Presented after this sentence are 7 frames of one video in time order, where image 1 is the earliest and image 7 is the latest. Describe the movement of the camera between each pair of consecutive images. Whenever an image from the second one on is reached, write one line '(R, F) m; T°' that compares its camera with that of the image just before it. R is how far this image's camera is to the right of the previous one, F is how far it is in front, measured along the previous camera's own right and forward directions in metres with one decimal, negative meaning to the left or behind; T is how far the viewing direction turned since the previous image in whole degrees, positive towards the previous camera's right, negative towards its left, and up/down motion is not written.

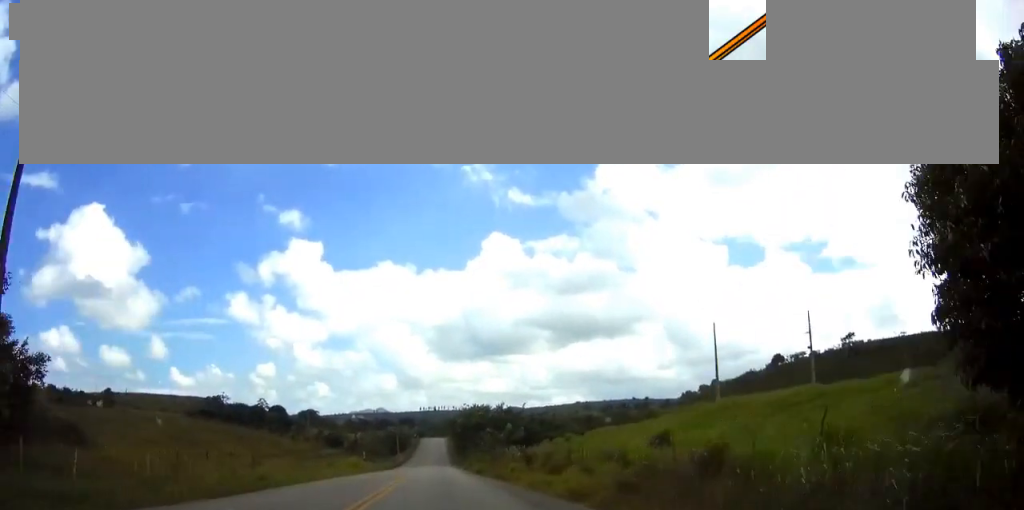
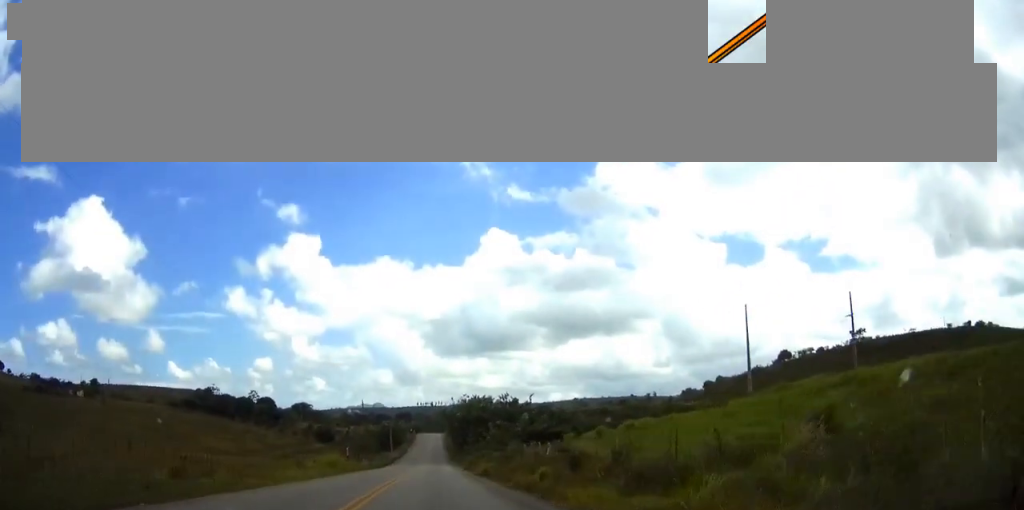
(-0.1, +11.0) m; 0°
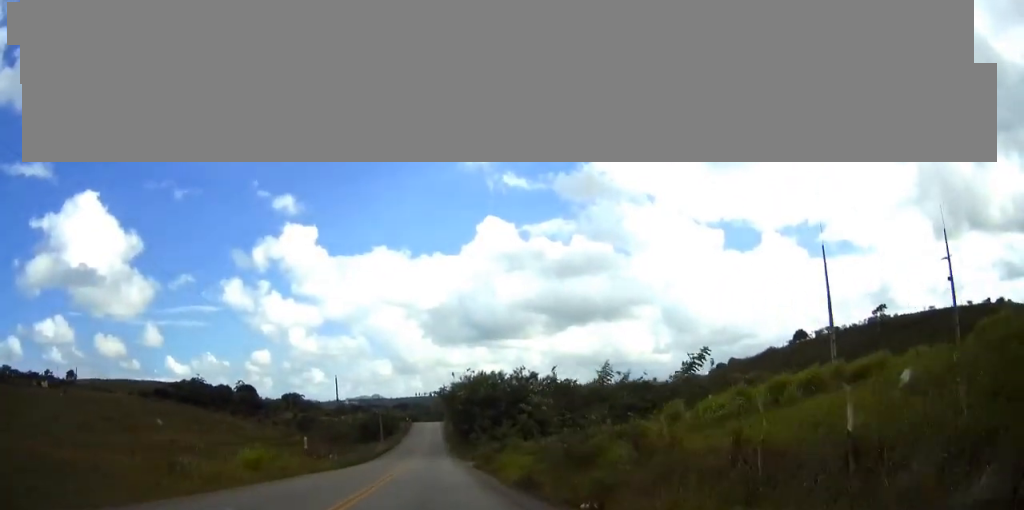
(0.0, +19.9) m; 0°
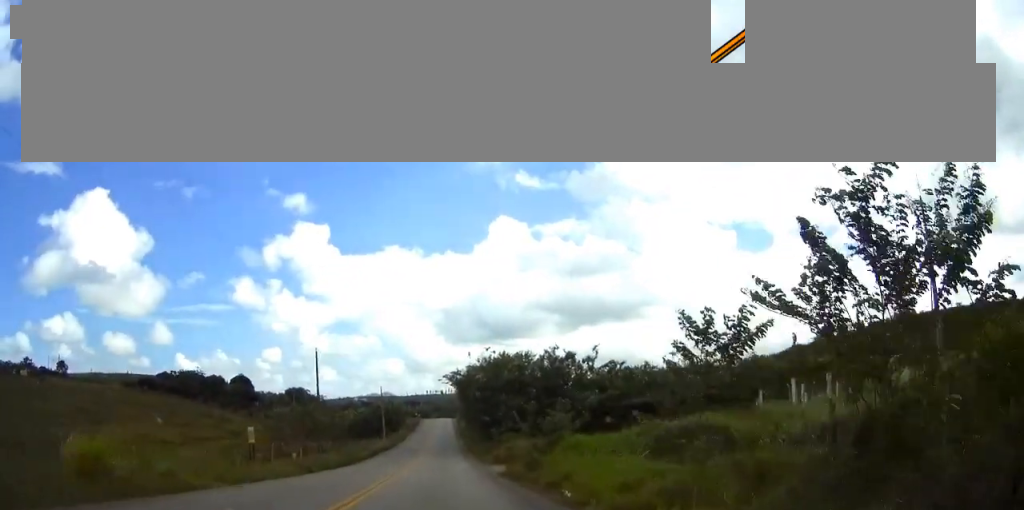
(-0.1, +15.2) m; -1°
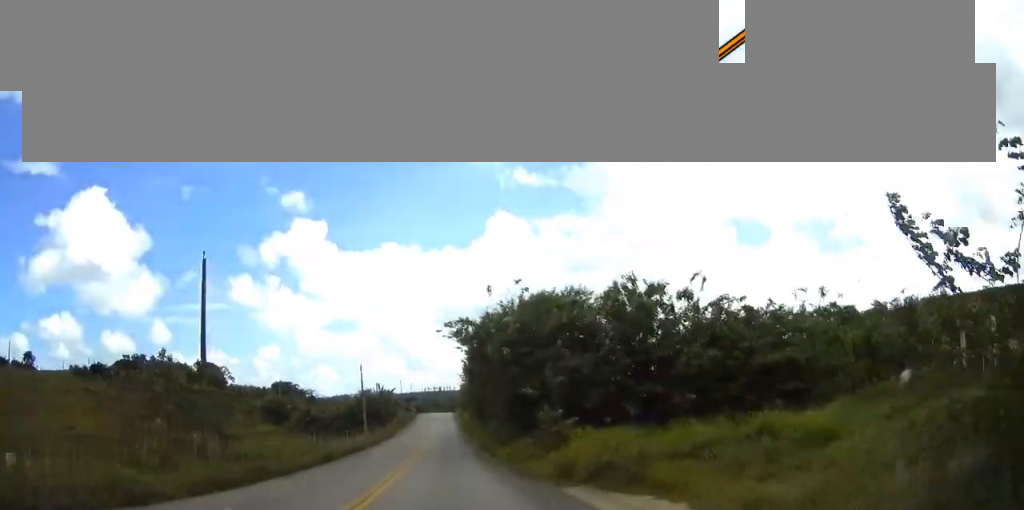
(-0.1, +23.9) m; 0°
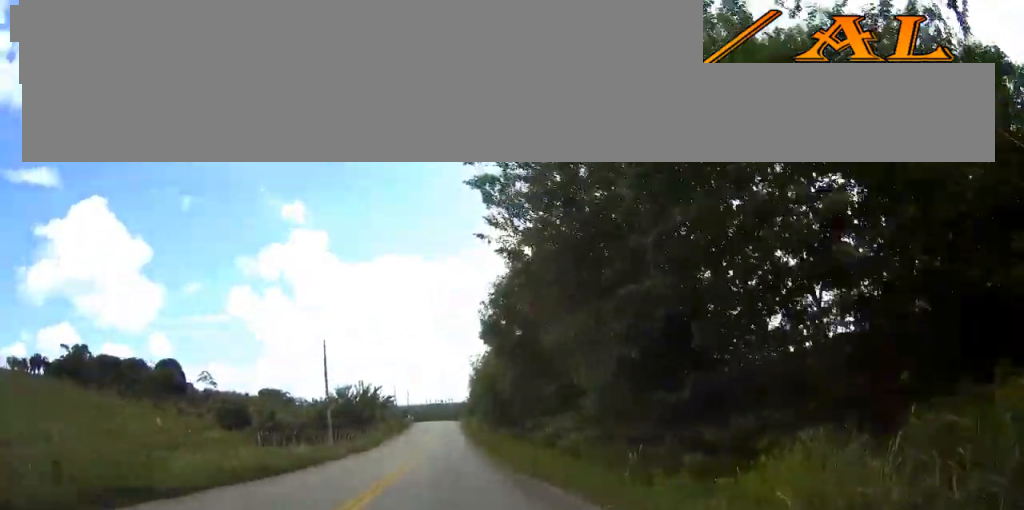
(+0.1, +24.1) m; 0°
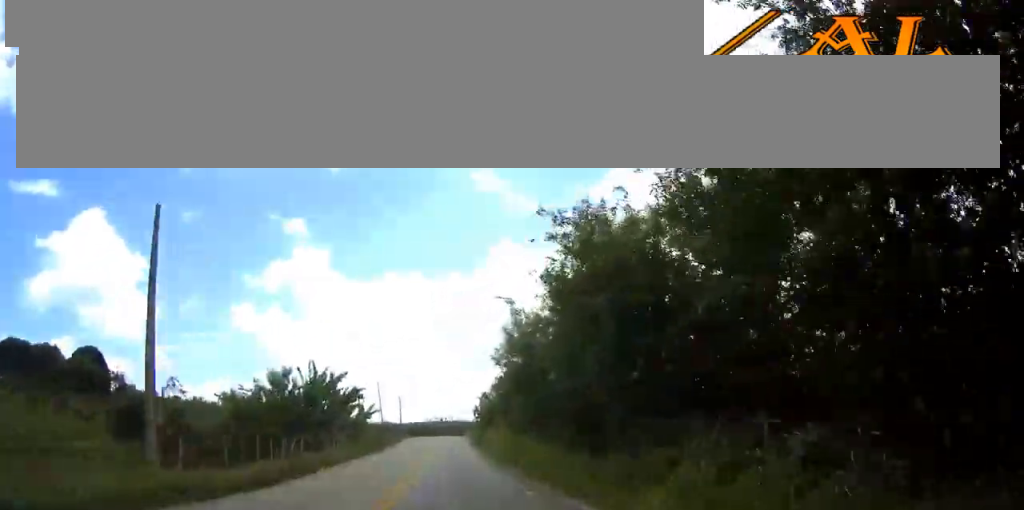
(-0.1, +32.3) m; 0°
